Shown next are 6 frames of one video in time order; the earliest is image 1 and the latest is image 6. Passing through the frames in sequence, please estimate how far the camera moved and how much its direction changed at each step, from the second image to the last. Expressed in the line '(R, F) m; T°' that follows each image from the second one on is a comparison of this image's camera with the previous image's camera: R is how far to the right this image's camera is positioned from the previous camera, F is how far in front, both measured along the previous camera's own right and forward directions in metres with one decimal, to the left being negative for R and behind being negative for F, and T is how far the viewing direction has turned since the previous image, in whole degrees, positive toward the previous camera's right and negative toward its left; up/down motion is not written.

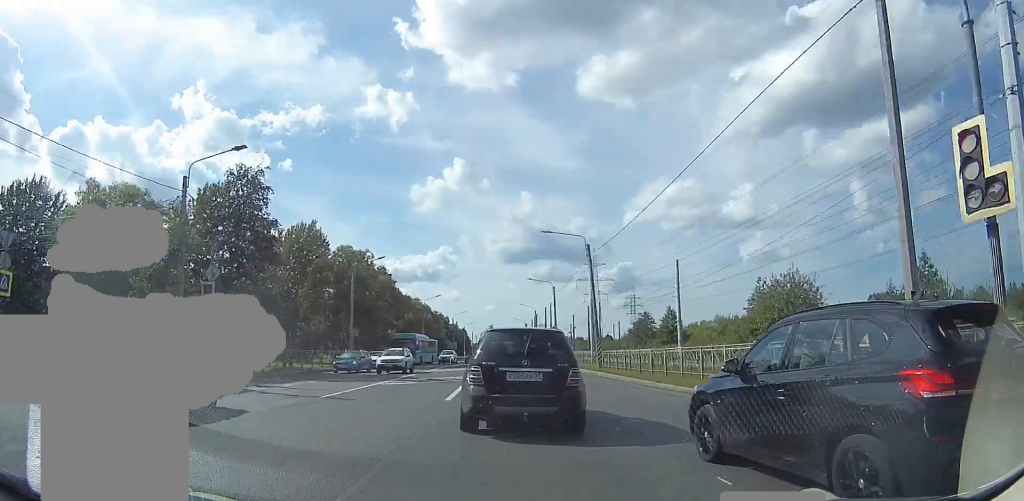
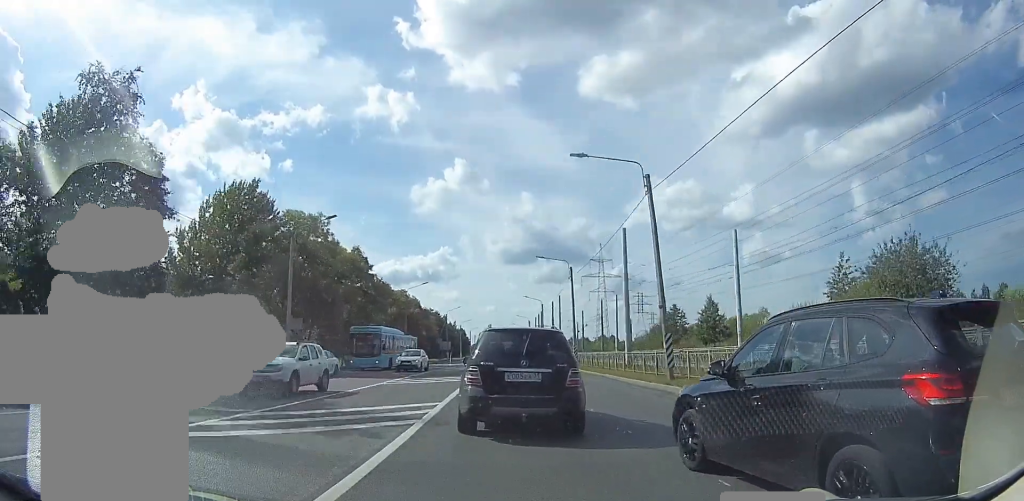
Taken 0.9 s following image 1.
(0.0, +14.1) m; 0°
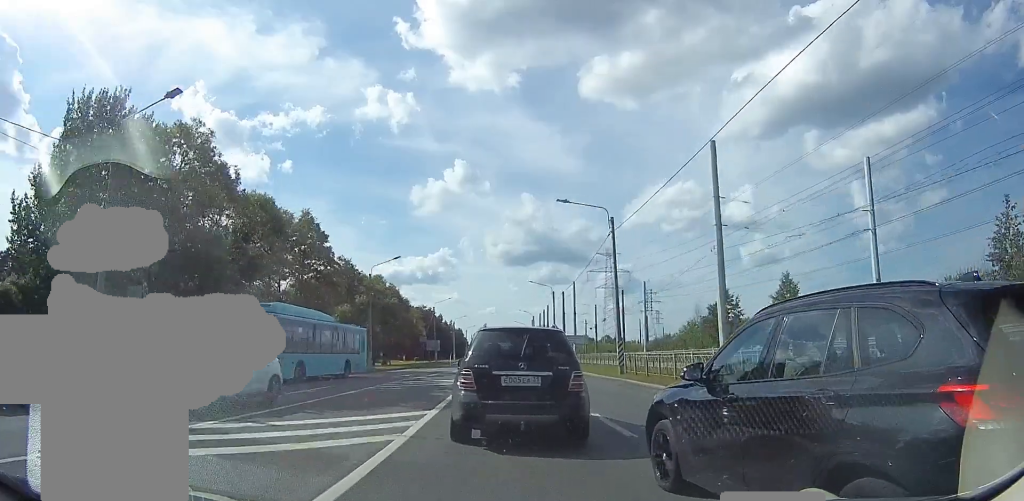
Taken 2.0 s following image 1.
(-0.1, +15.6) m; 0°
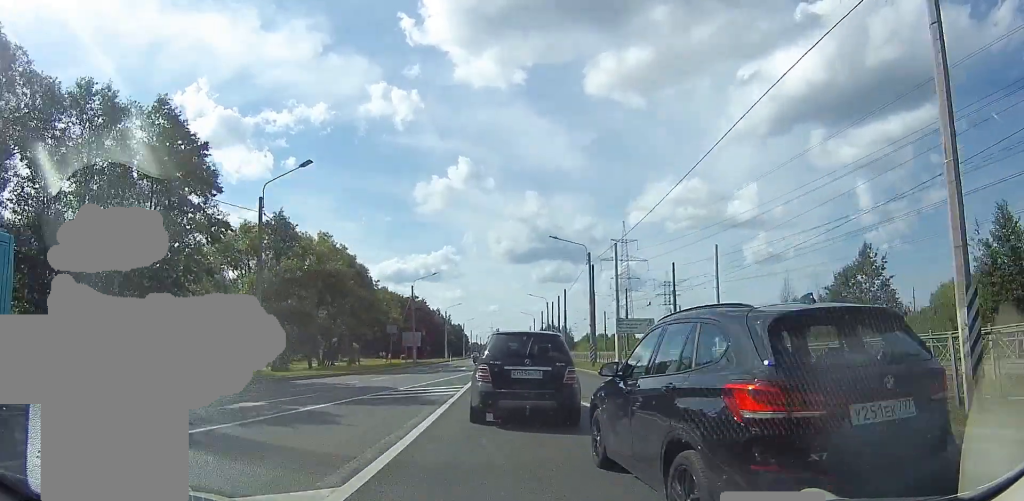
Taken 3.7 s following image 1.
(0.0, +22.3) m; 0°
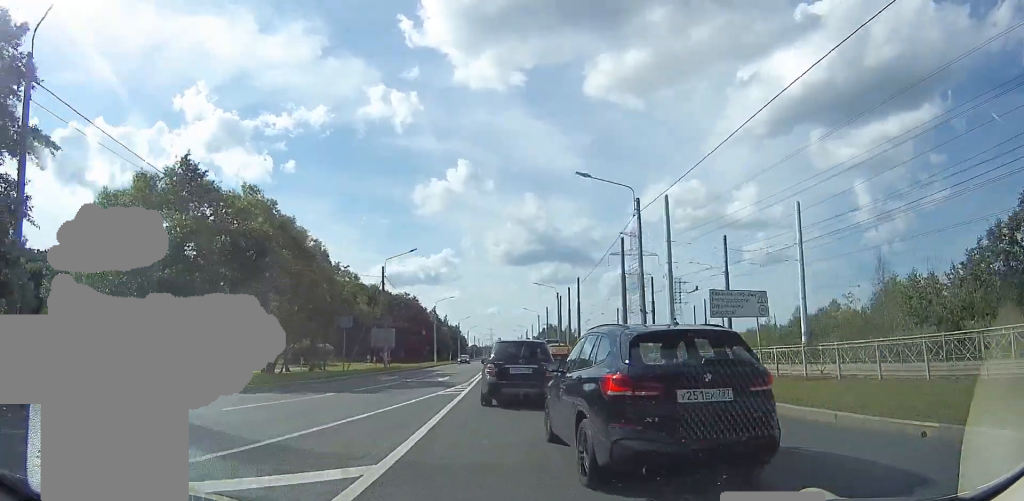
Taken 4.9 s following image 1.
(0.0, +15.3) m; 0°
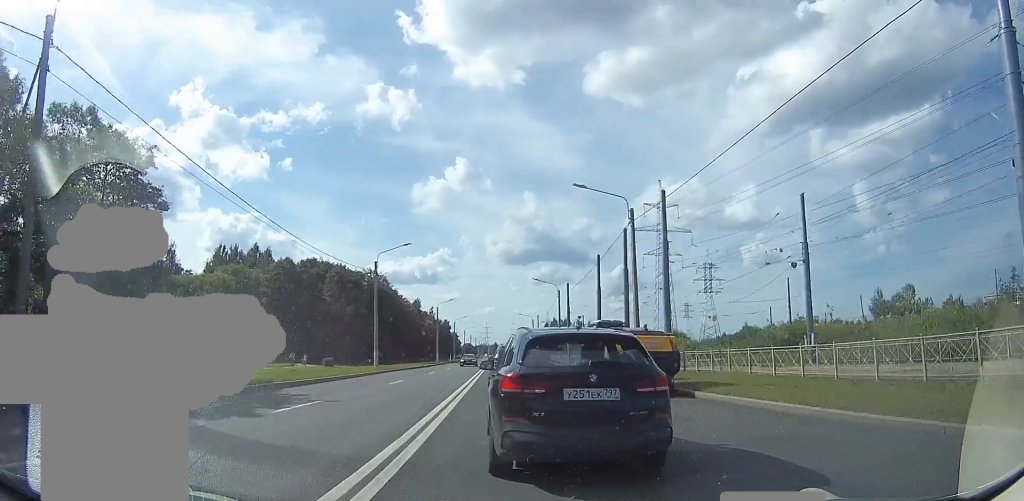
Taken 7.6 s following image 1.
(0.0, +33.6) m; 0°
